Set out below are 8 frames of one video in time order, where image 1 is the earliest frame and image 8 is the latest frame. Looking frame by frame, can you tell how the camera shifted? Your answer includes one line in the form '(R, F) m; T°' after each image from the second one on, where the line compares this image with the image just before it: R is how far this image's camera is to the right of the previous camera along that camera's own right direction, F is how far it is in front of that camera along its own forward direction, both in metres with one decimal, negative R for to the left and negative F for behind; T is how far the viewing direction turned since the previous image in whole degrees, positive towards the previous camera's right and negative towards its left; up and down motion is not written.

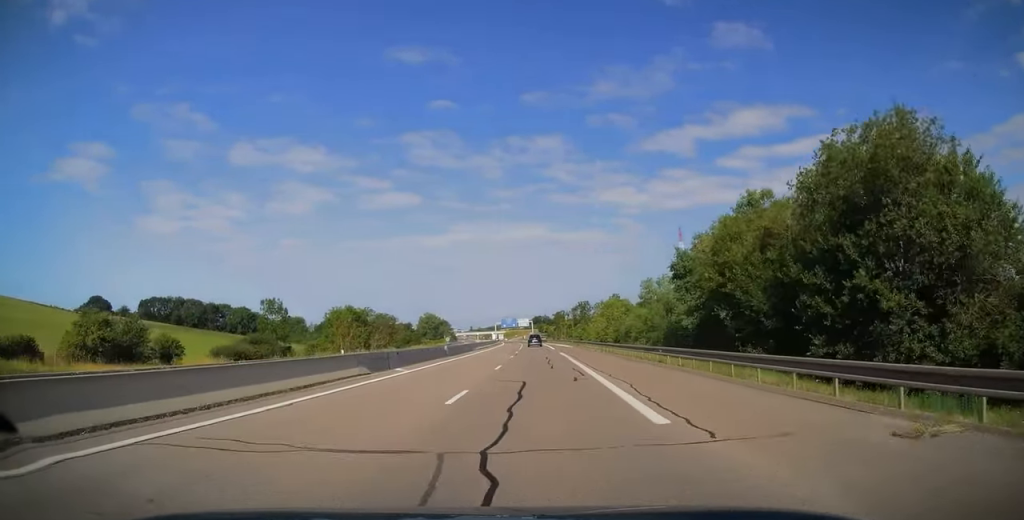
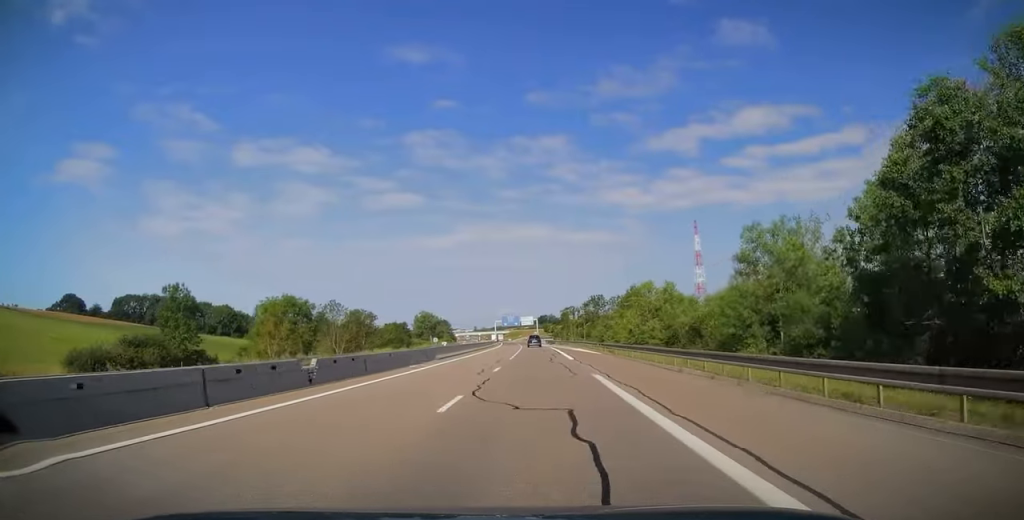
(0.0, +27.6) m; 0°
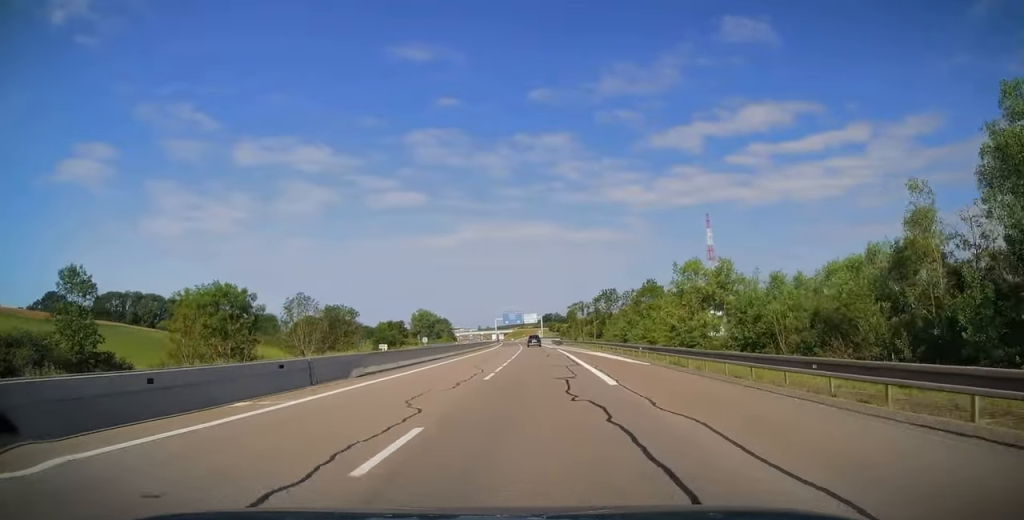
(0.0, +18.2) m; 0°
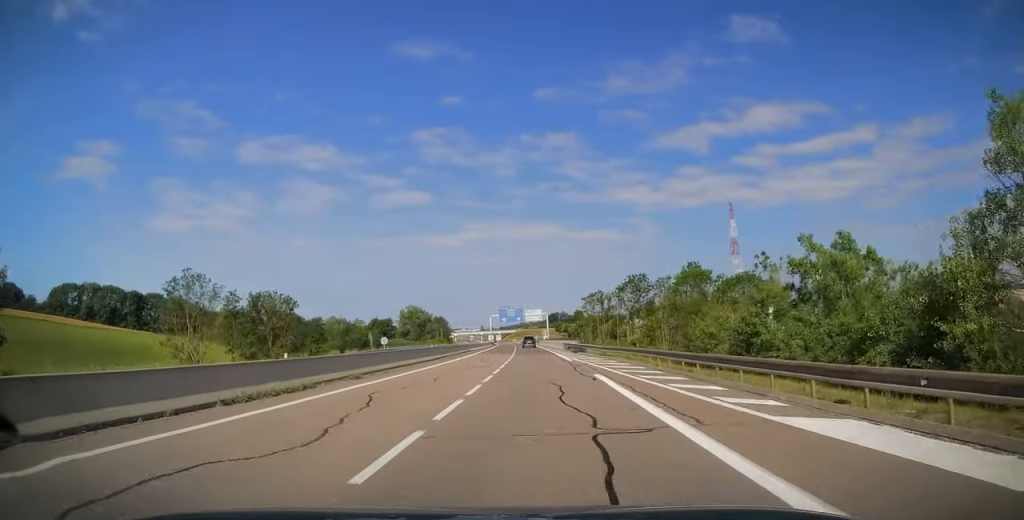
(-0.3, +35.5) m; -2°
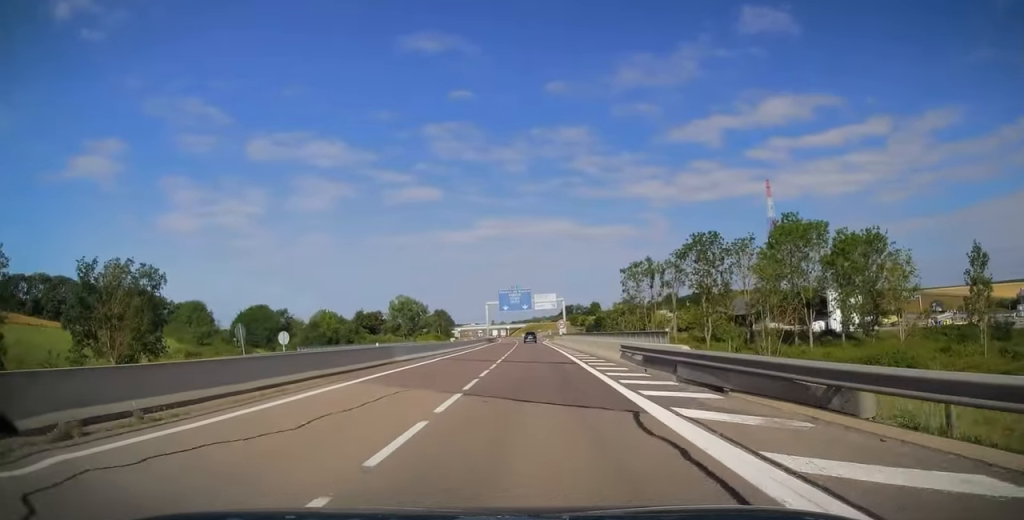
(-0.8, +39.0) m; -2°
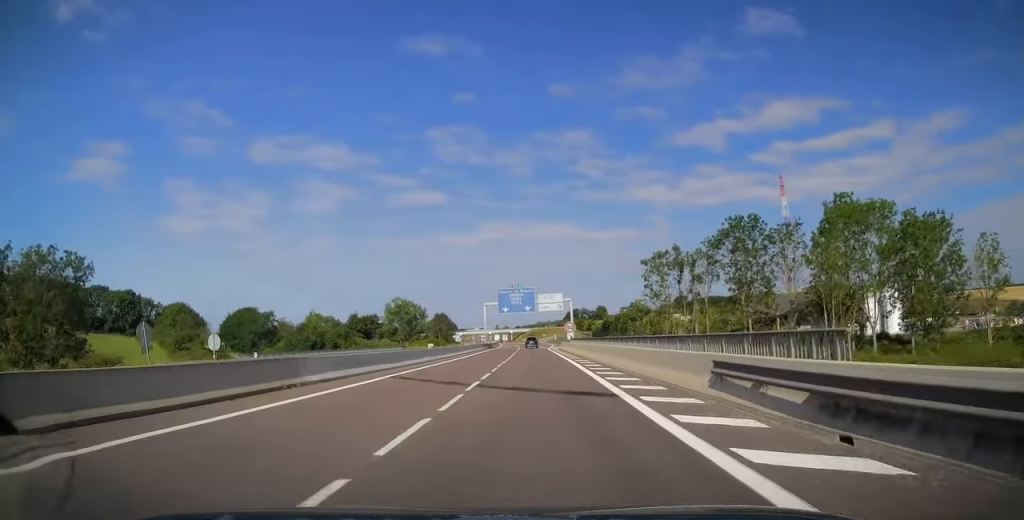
(0.0, +12.3) m; 0°
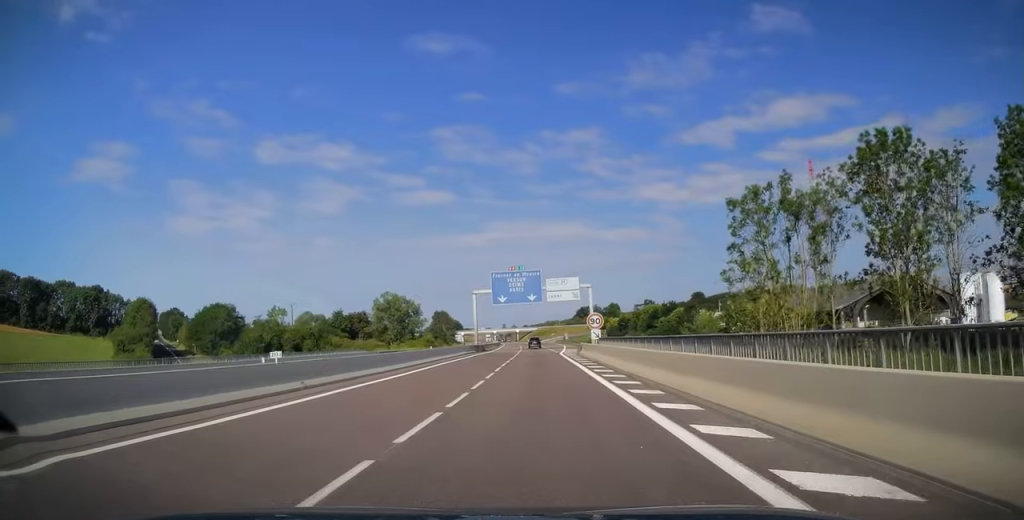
(0.0, +25.1) m; 0°
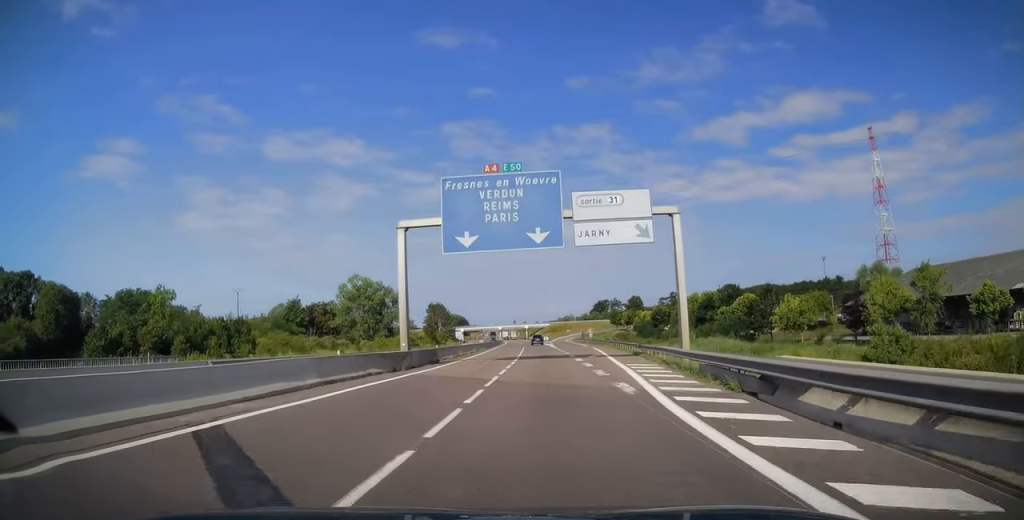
(-0.5, +42.9) m; -1°
